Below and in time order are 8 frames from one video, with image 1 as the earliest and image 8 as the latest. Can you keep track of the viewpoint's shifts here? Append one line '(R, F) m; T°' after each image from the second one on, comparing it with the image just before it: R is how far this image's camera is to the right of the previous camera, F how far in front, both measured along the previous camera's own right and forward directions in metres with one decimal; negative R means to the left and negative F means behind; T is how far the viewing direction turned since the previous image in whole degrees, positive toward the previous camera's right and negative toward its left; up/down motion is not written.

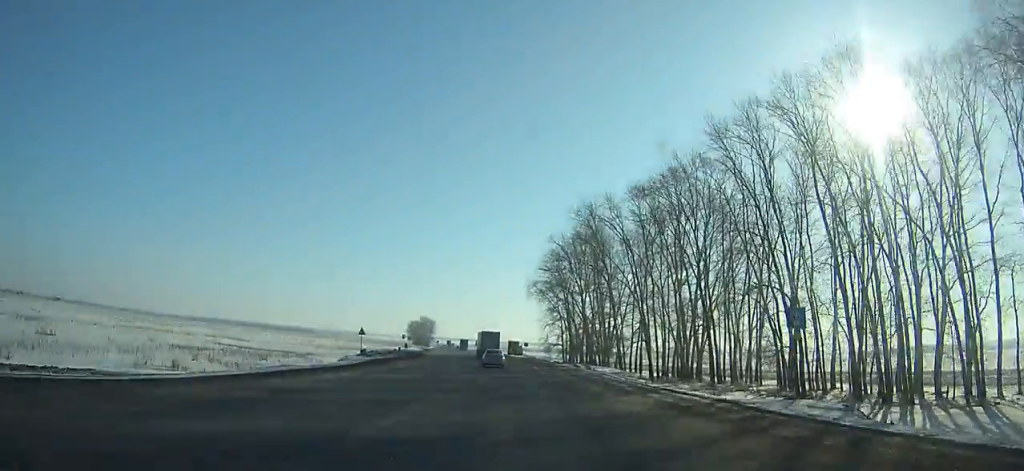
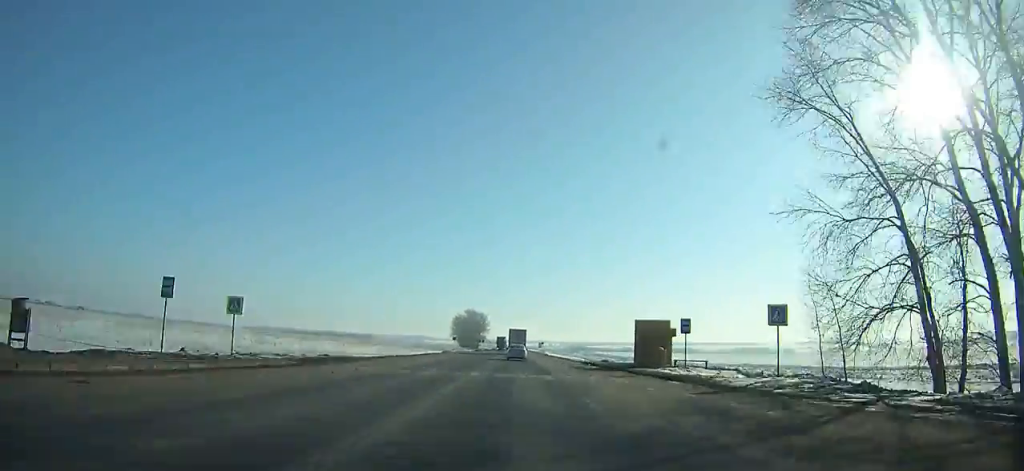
(-6.5, +102.3) m; -6°
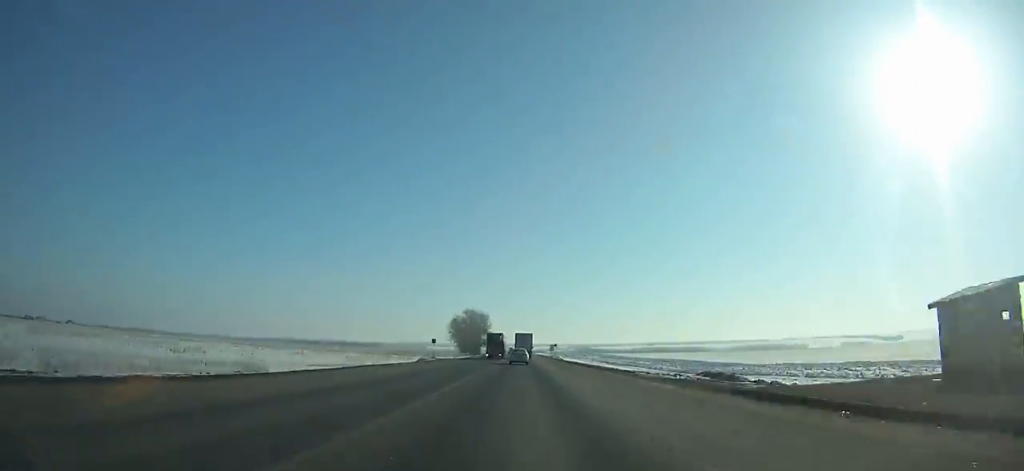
(-0.5, +39.4) m; 0°
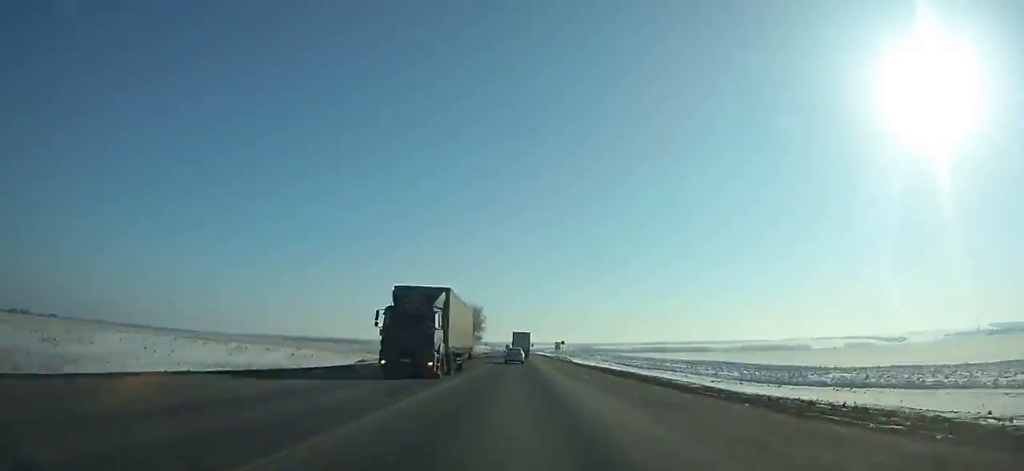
(-0.2, +32.9) m; 0°
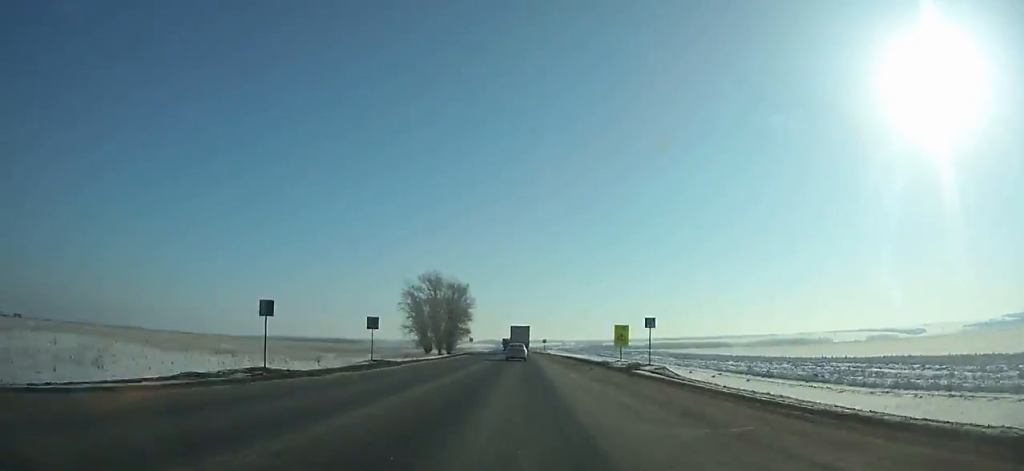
(+0.4, +76.3) m; 0°
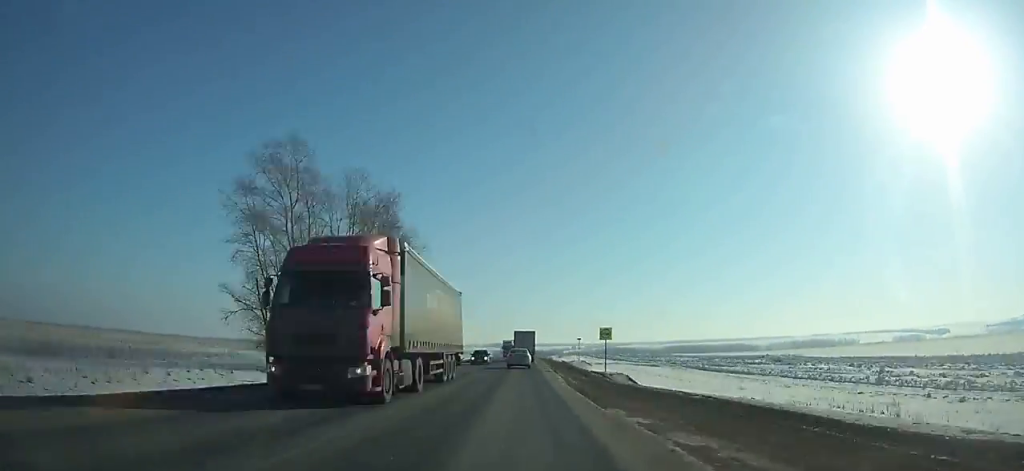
(-0.6, +91.5) m; -1°
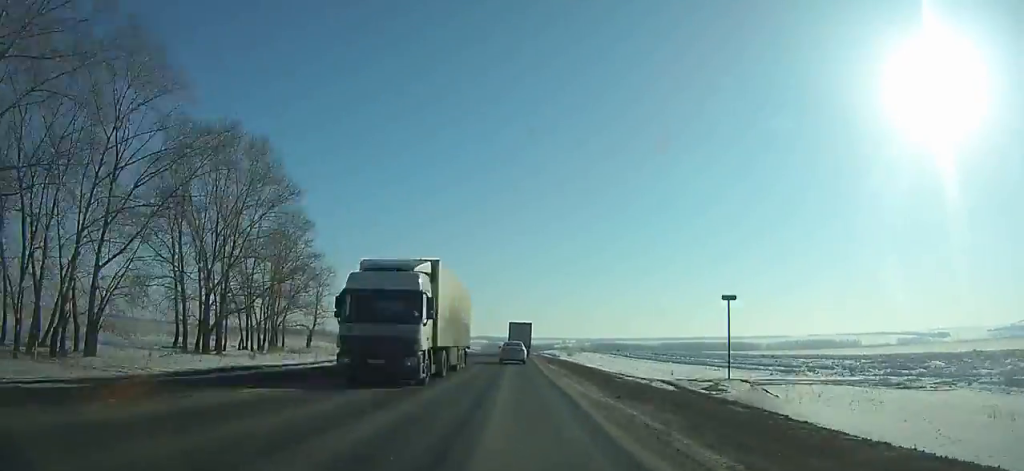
(-0.1, +60.9) m; 0°
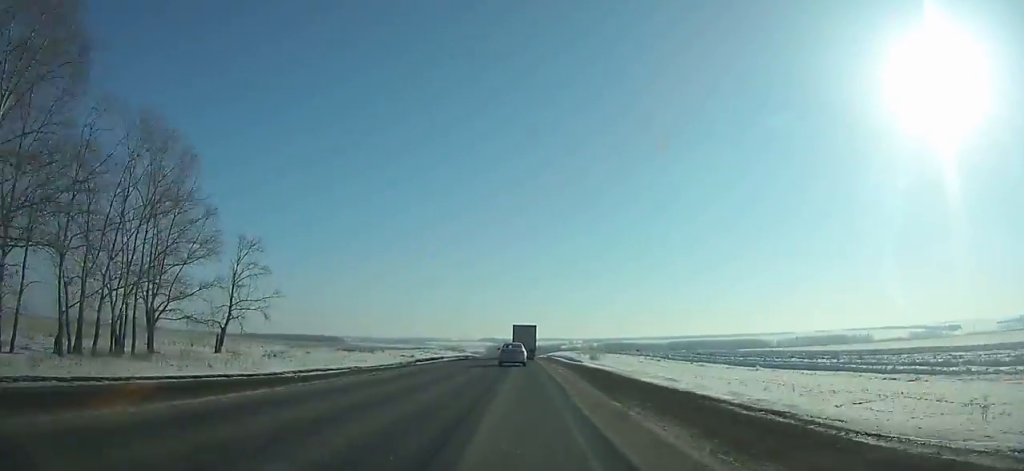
(+0.1, +28.0) m; 0°
